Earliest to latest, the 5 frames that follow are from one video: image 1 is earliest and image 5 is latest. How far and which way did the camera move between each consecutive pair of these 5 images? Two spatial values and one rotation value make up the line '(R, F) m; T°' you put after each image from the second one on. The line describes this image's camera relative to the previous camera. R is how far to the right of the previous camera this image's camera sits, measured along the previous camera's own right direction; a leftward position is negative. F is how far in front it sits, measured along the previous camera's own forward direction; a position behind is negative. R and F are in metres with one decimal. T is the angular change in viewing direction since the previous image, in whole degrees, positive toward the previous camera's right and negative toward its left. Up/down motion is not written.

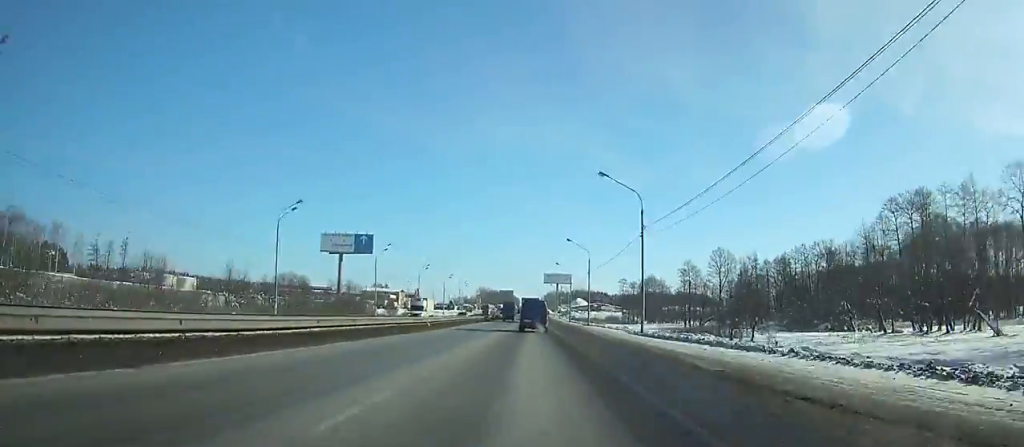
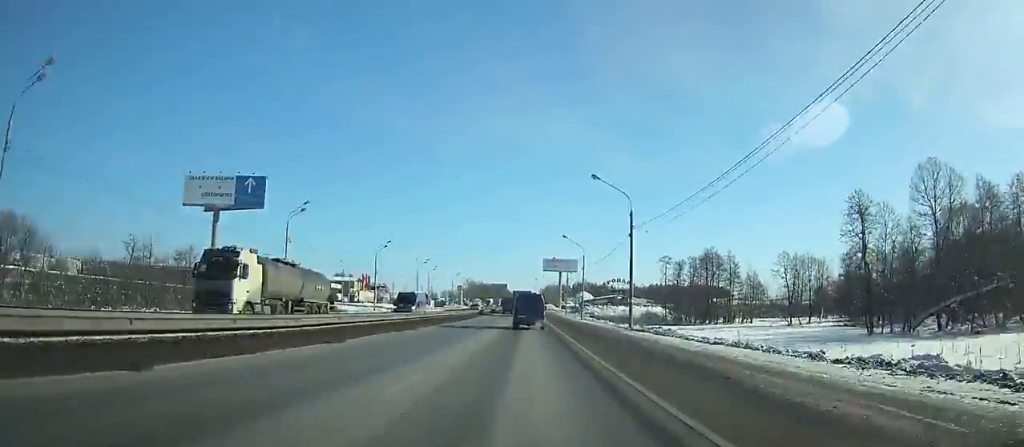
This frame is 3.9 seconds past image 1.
(+0.1, +68.4) m; 0°
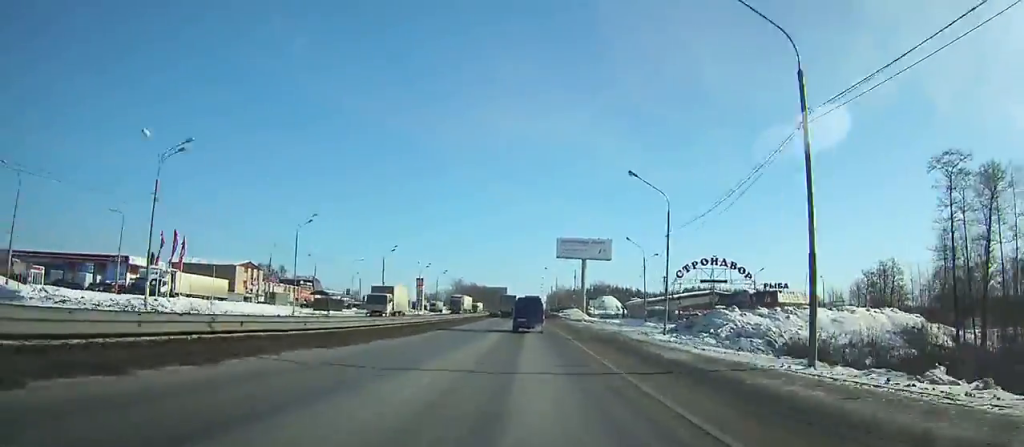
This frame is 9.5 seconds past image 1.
(-0.1, +95.1) m; 0°
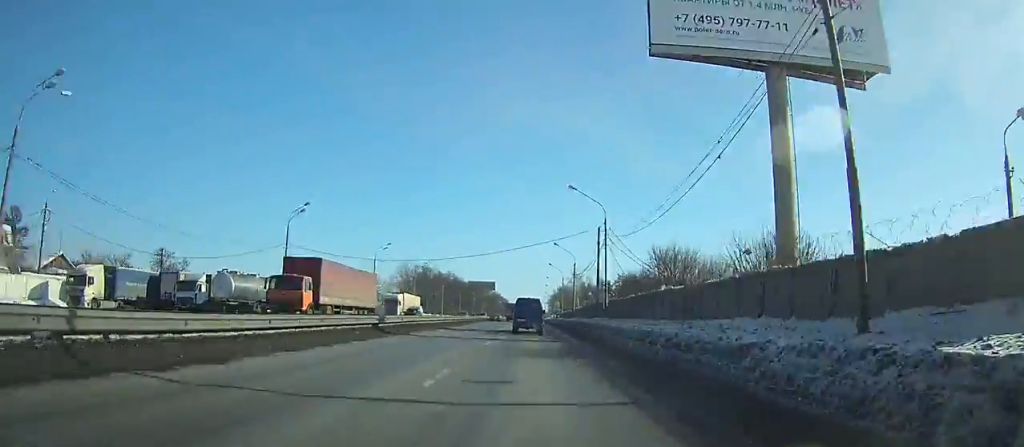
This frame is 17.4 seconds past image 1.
(+0.3, +129.0) m; +1°
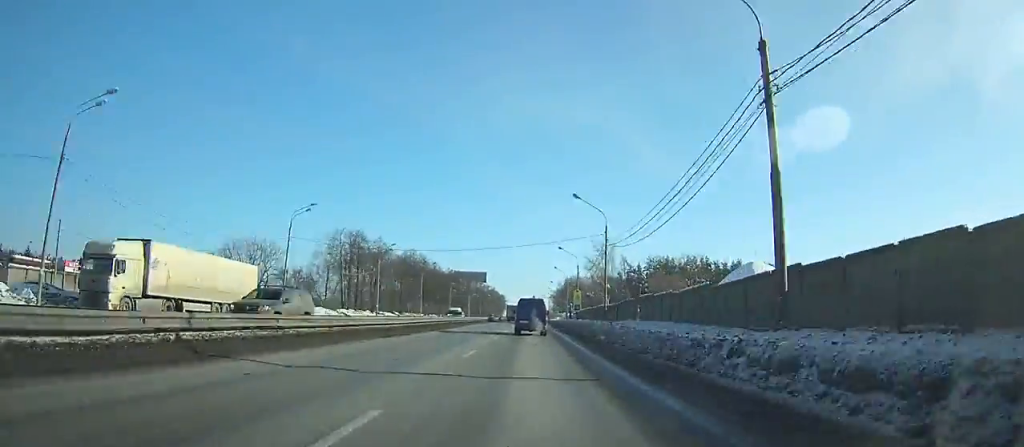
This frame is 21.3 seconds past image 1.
(0.0, +66.5) m; +1°
